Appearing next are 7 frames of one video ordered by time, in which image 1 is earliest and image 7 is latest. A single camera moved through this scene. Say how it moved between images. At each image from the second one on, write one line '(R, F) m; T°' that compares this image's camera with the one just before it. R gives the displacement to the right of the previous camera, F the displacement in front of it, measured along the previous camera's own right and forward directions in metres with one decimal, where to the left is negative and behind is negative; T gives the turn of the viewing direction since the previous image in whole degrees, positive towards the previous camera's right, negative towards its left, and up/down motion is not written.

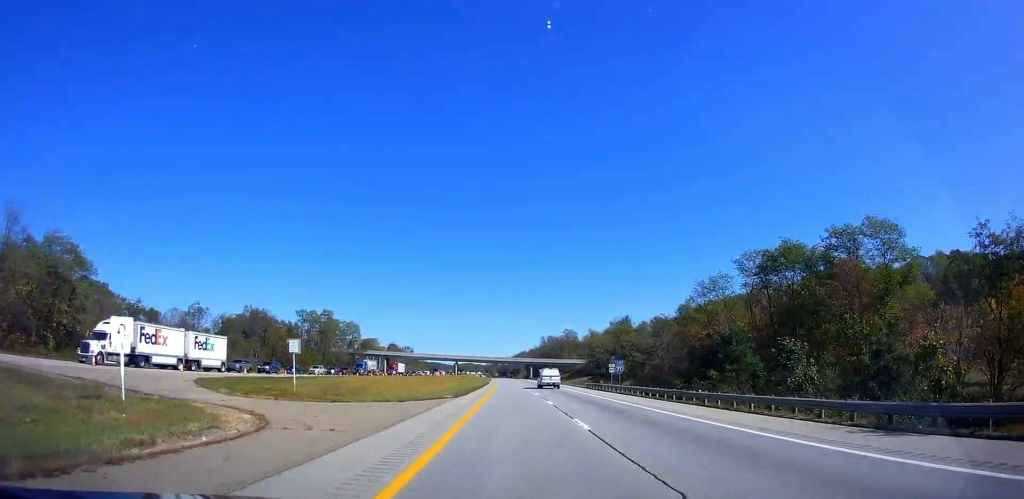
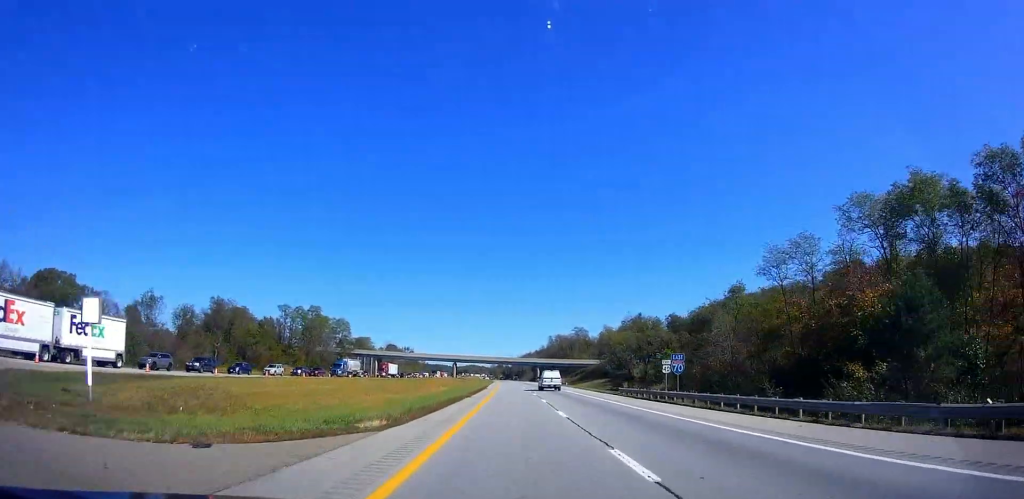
(+0.1, +19.6) m; +1°
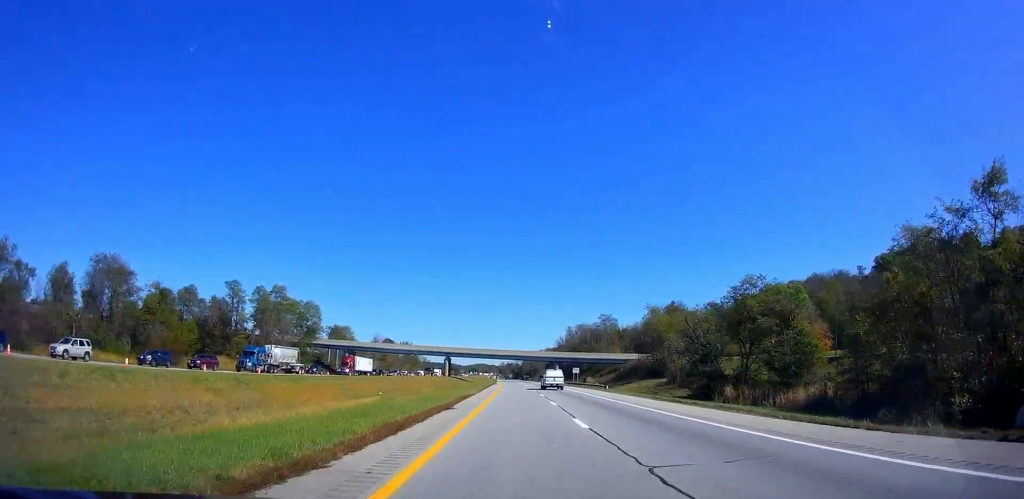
(+0.8, +41.1) m; 0°
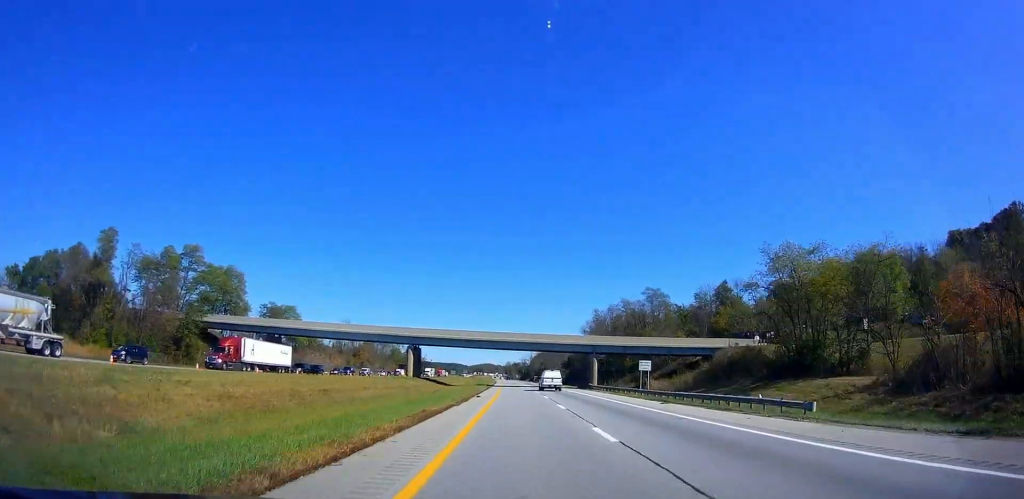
(-1.0, +52.0) m; -2°
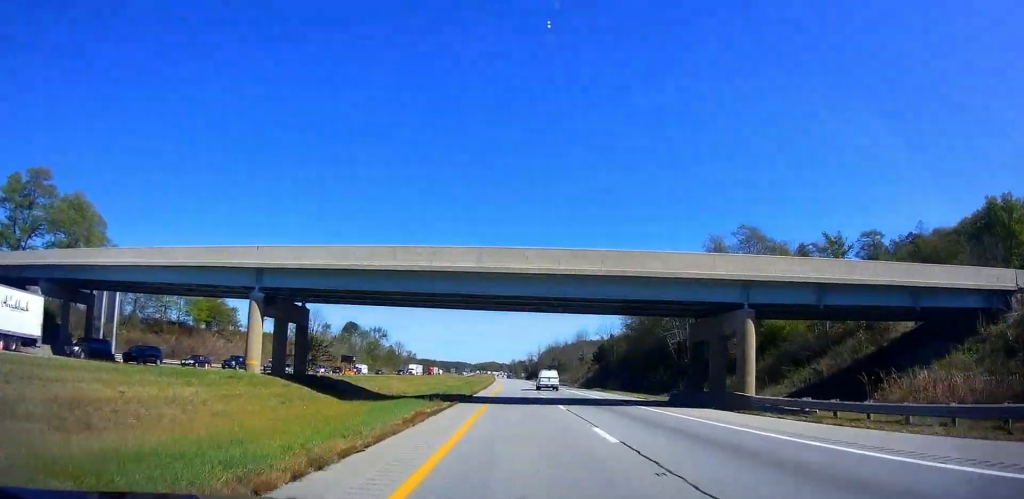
(-1.2, +49.5) m; -1°
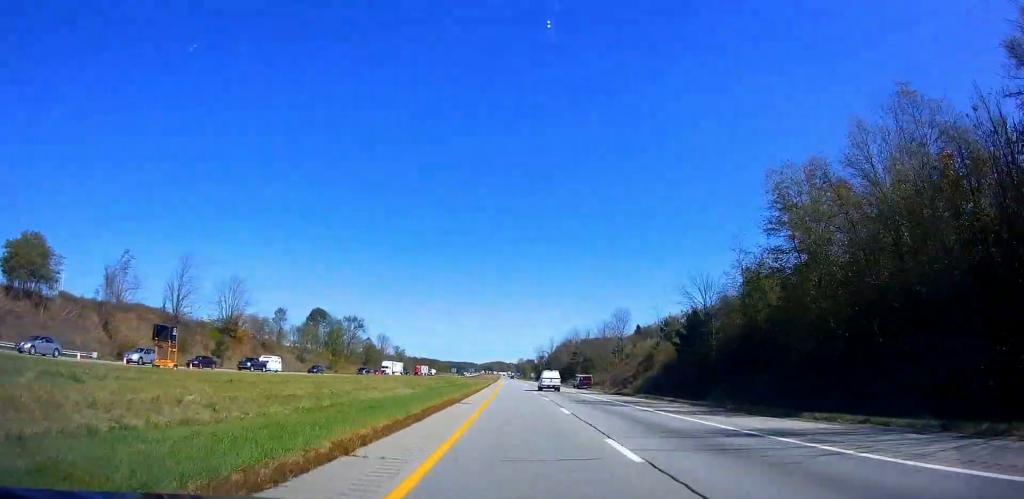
(+1.3, +51.8) m; +1°
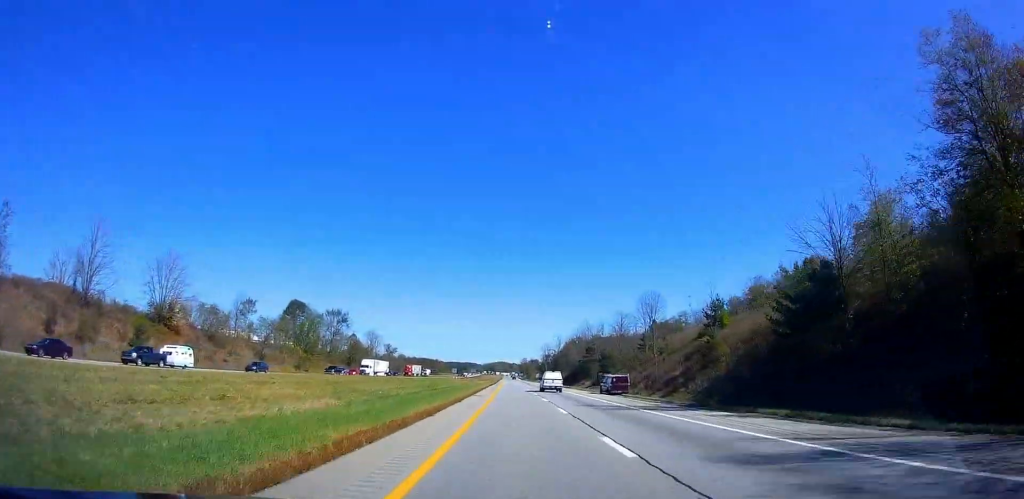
(-0.2, +22.7) m; -1°
